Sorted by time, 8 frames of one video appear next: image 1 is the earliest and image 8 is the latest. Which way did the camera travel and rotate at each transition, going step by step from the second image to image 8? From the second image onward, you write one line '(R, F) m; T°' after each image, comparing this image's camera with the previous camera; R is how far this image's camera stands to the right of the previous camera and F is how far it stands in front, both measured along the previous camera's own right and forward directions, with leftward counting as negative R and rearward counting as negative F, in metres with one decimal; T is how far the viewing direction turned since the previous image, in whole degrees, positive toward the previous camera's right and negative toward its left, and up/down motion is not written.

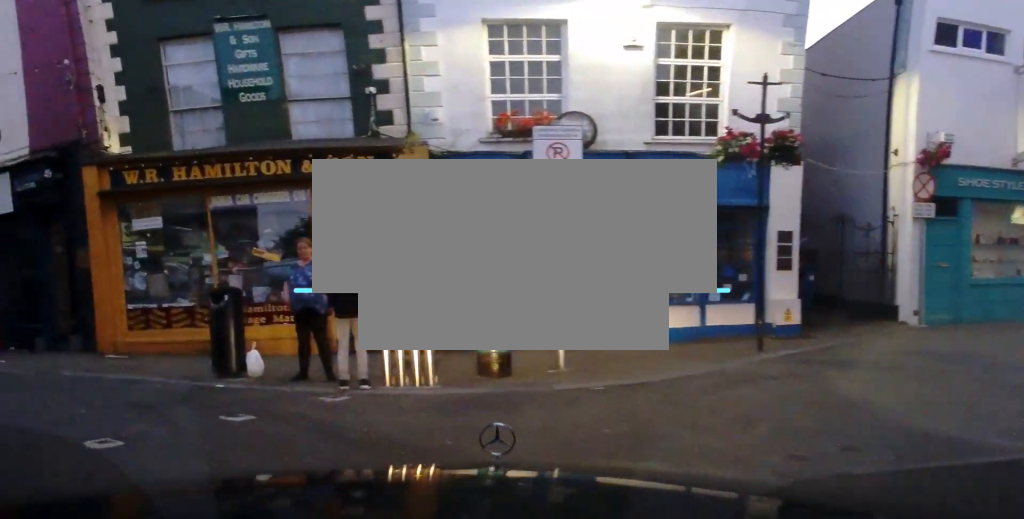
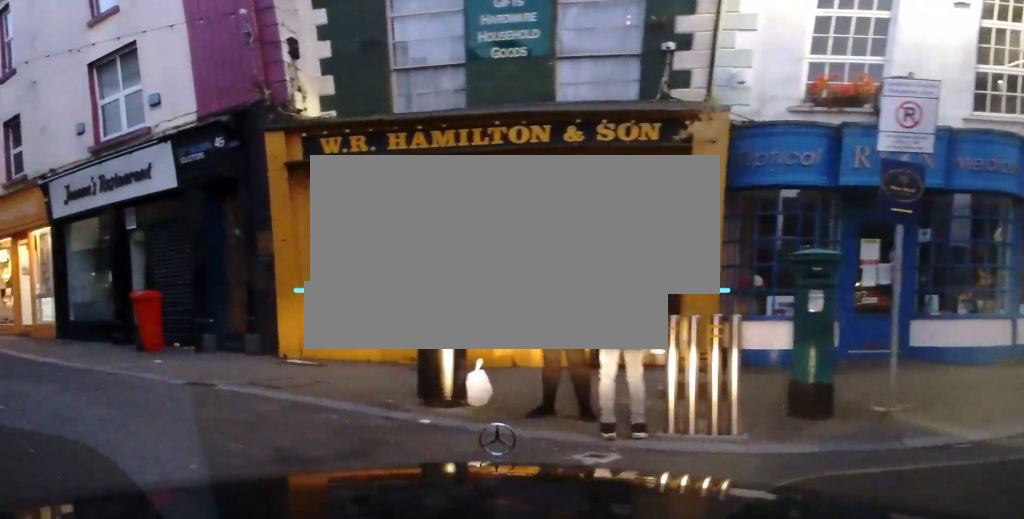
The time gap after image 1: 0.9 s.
(-0.4, +2.2) m; -24°
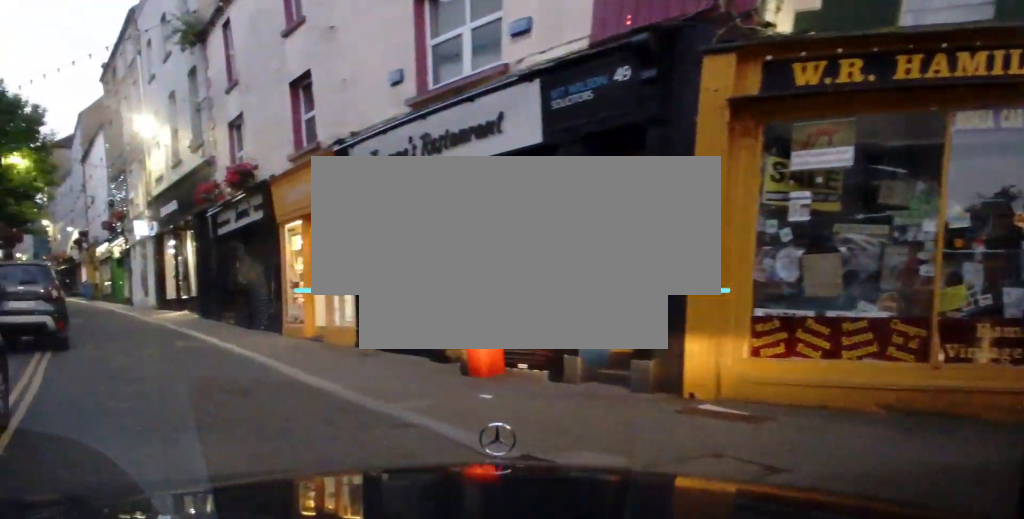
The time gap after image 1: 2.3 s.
(-1.1, +2.8) m; -36°
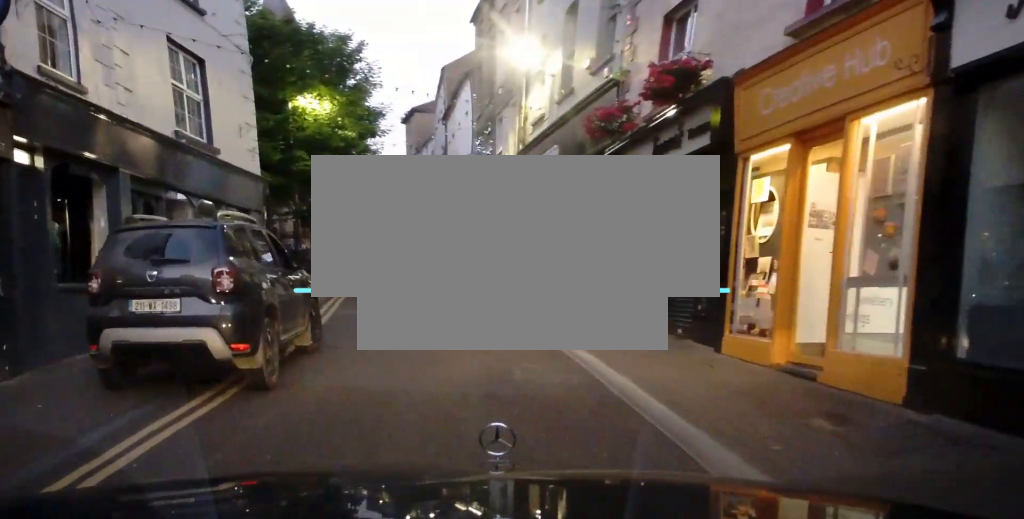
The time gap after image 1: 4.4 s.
(-0.8, +7.2) m; -8°
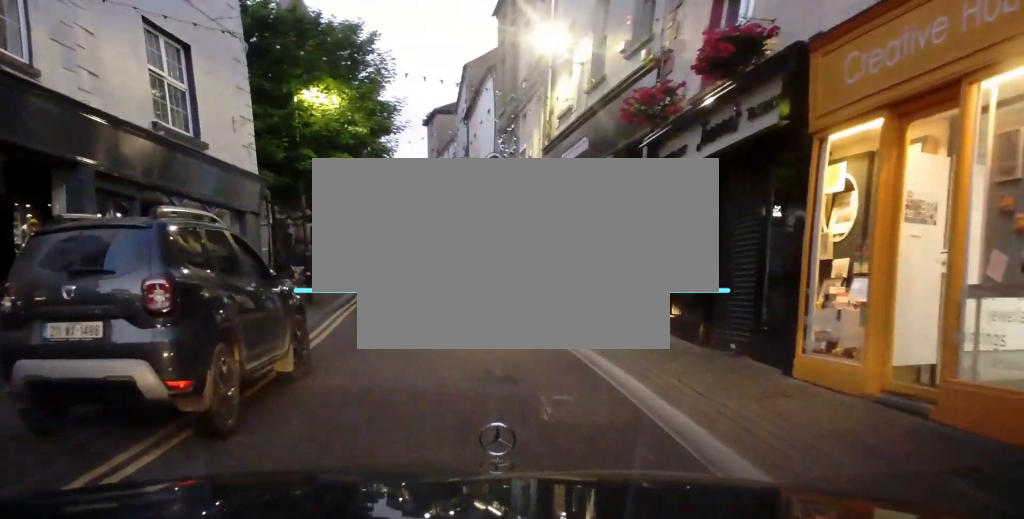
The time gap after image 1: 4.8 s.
(0.0, +1.6) m; -2°
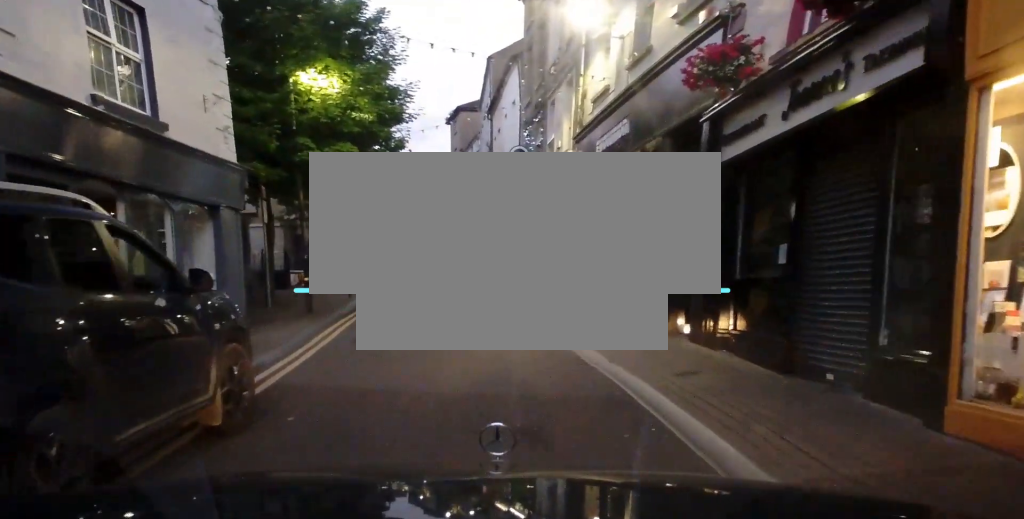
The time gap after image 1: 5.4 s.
(0.0, +2.3) m; -3°
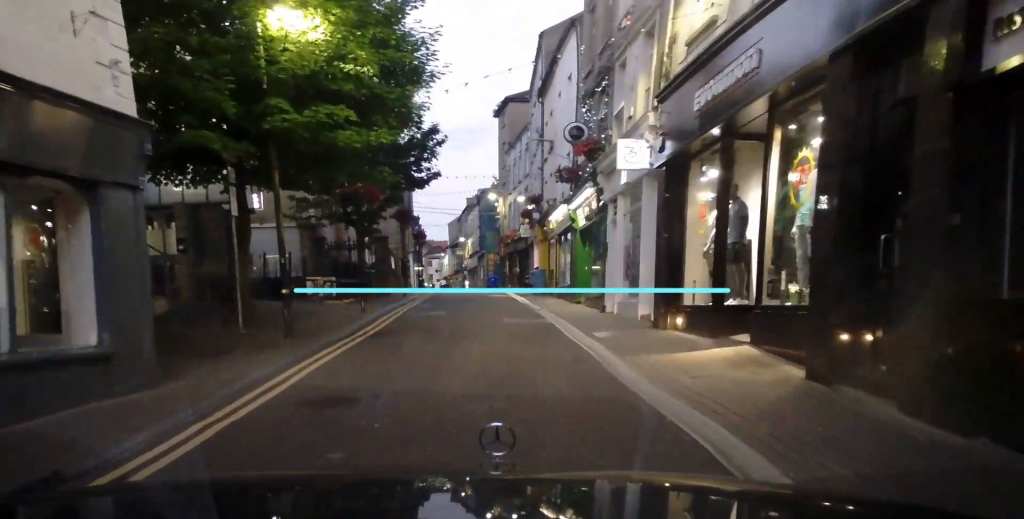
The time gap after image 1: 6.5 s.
(-0.2, +4.7) m; -3°
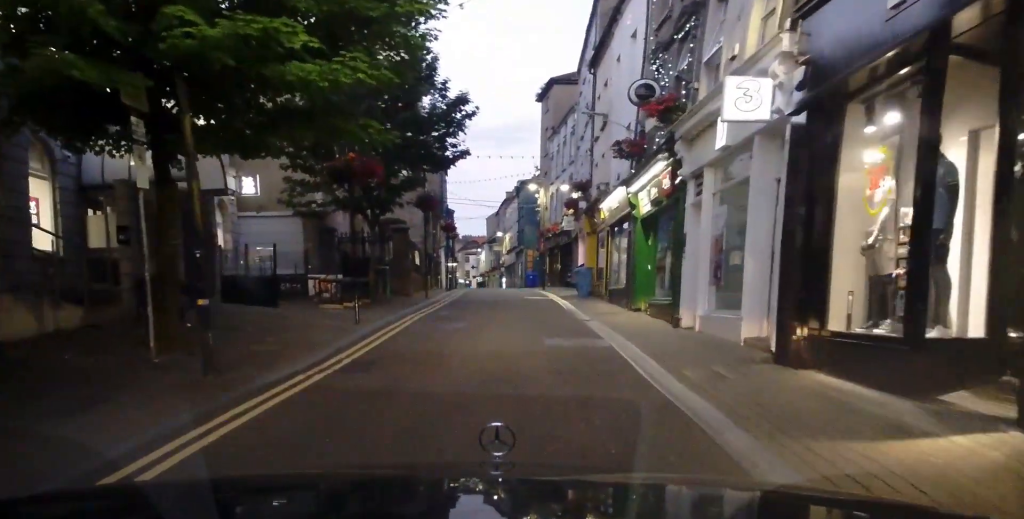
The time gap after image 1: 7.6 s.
(0.0, +4.8) m; -3°
